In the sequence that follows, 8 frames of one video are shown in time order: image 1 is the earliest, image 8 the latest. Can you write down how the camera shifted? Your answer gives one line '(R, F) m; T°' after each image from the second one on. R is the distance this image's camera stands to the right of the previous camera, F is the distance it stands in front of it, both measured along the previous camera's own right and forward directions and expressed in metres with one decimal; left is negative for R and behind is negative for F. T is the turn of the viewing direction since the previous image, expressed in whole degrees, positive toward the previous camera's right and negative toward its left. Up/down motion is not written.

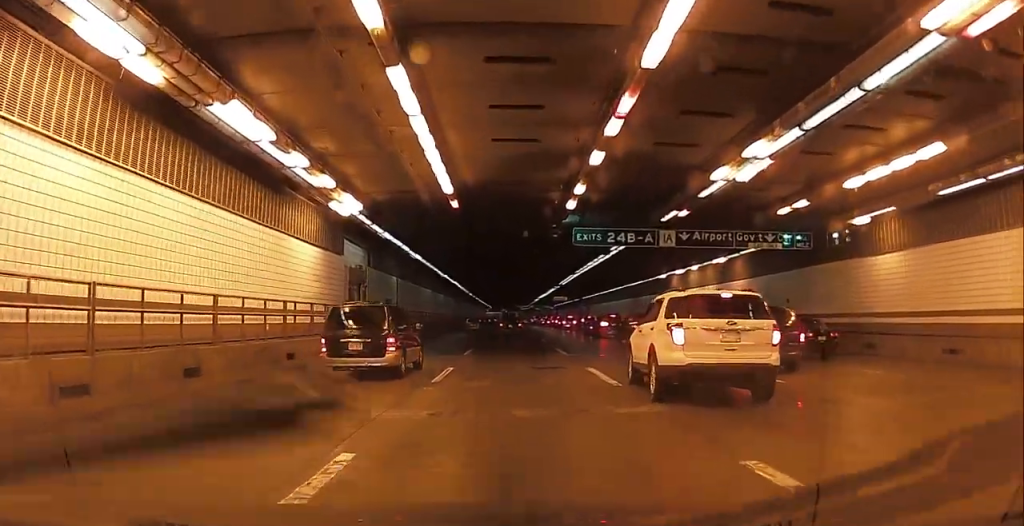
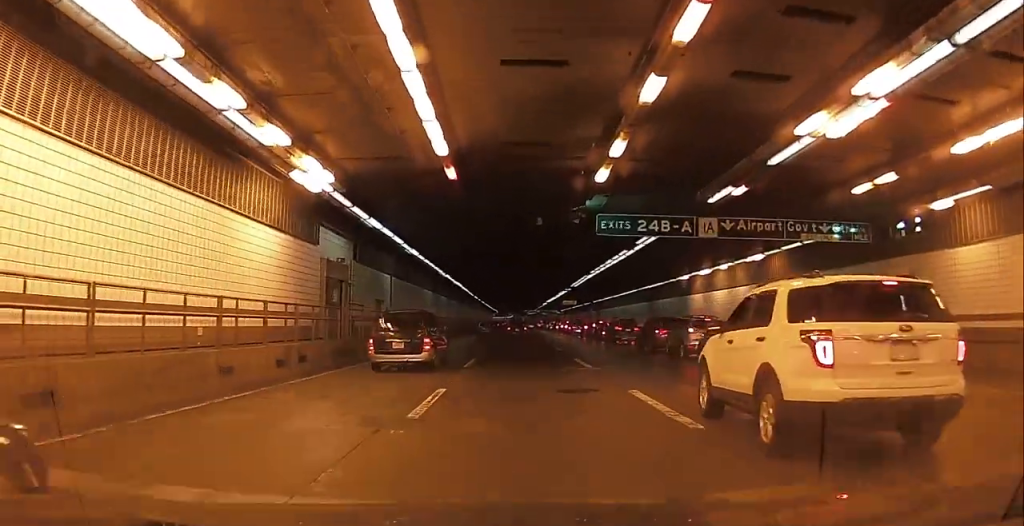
(-0.4, +10.3) m; -1°
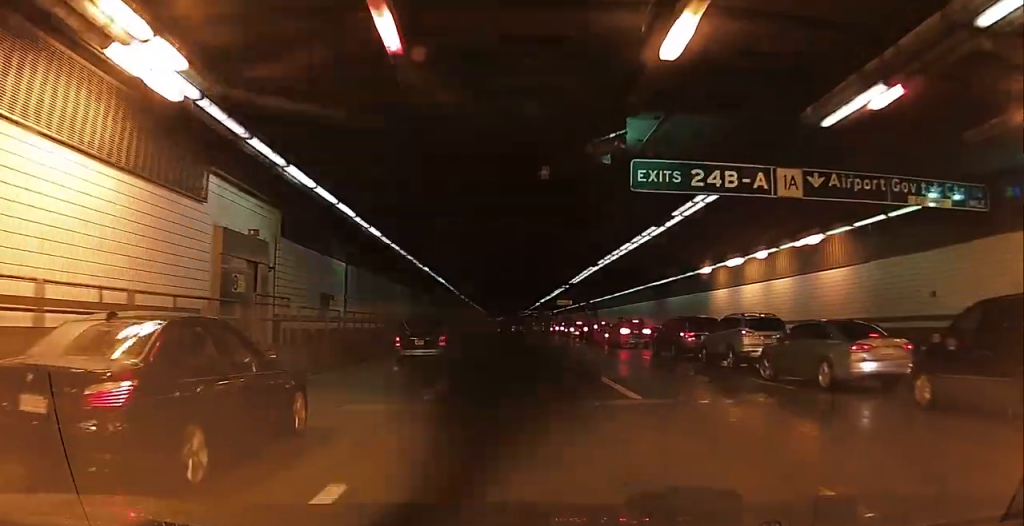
(+0.2, +10.6) m; +2°
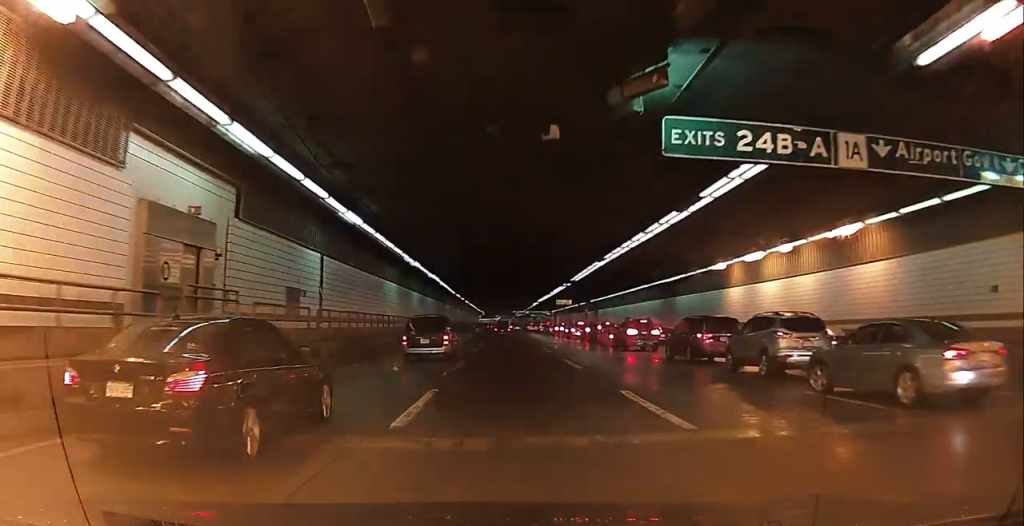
(-0.1, +5.1) m; +1°
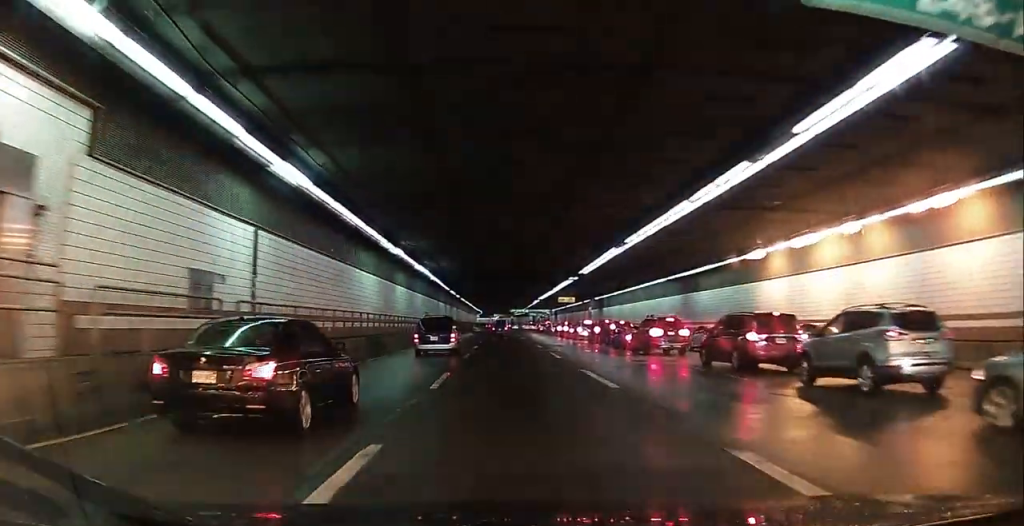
(+0.2, +9.1) m; 0°
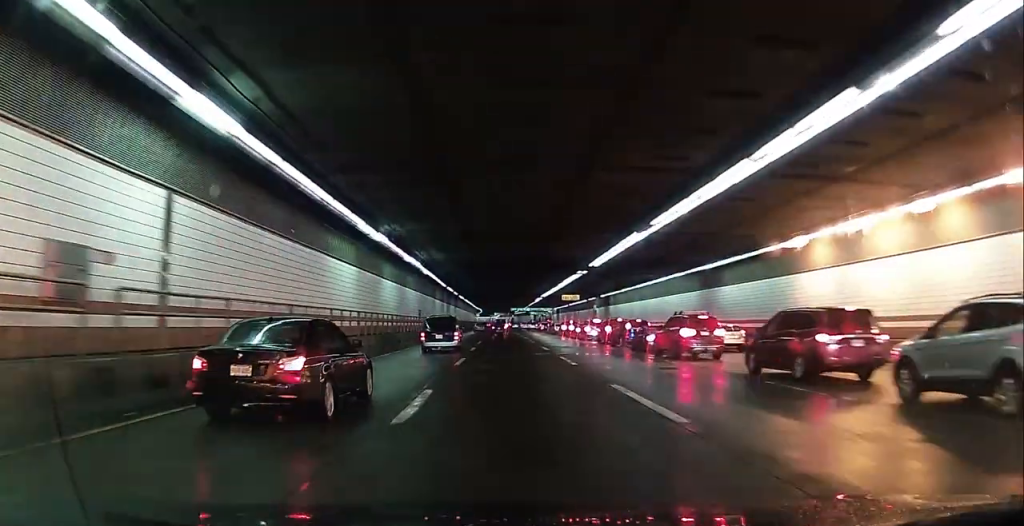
(+0.4, +6.3) m; -1°
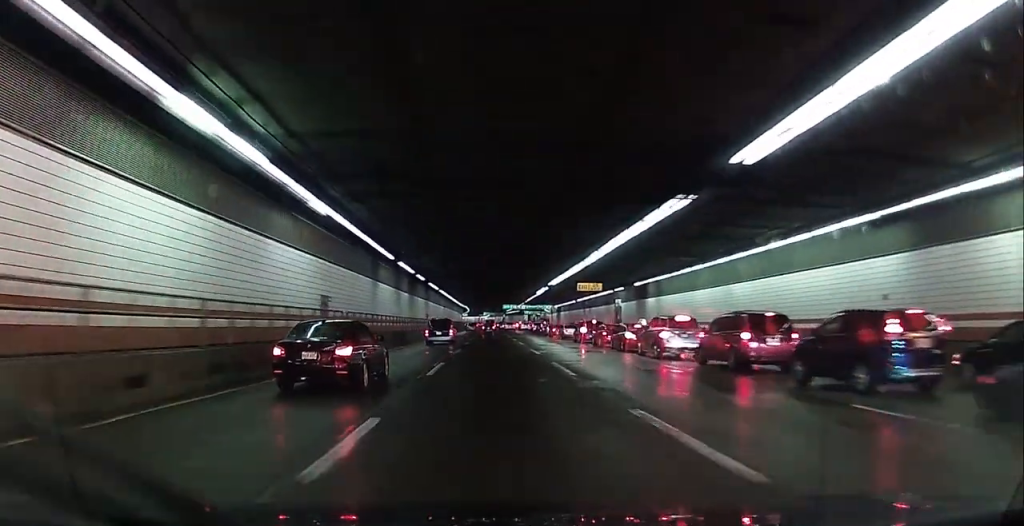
(-0.9, +28.8) m; +2°
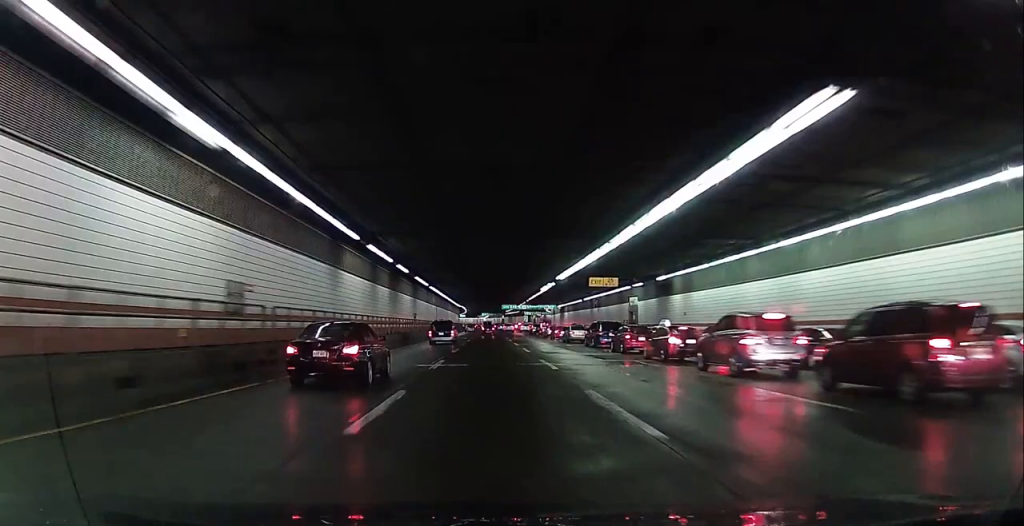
(+0.3, +8.3) m; 0°
